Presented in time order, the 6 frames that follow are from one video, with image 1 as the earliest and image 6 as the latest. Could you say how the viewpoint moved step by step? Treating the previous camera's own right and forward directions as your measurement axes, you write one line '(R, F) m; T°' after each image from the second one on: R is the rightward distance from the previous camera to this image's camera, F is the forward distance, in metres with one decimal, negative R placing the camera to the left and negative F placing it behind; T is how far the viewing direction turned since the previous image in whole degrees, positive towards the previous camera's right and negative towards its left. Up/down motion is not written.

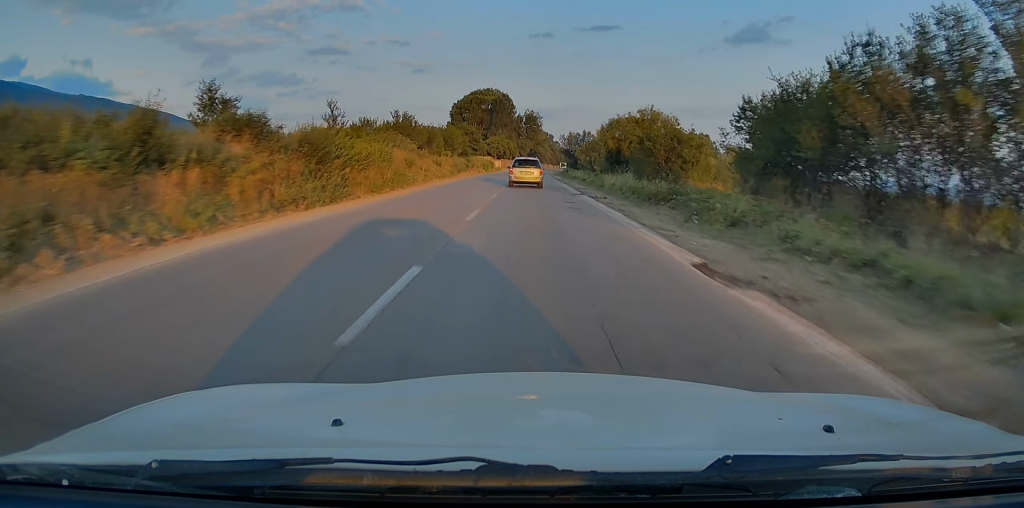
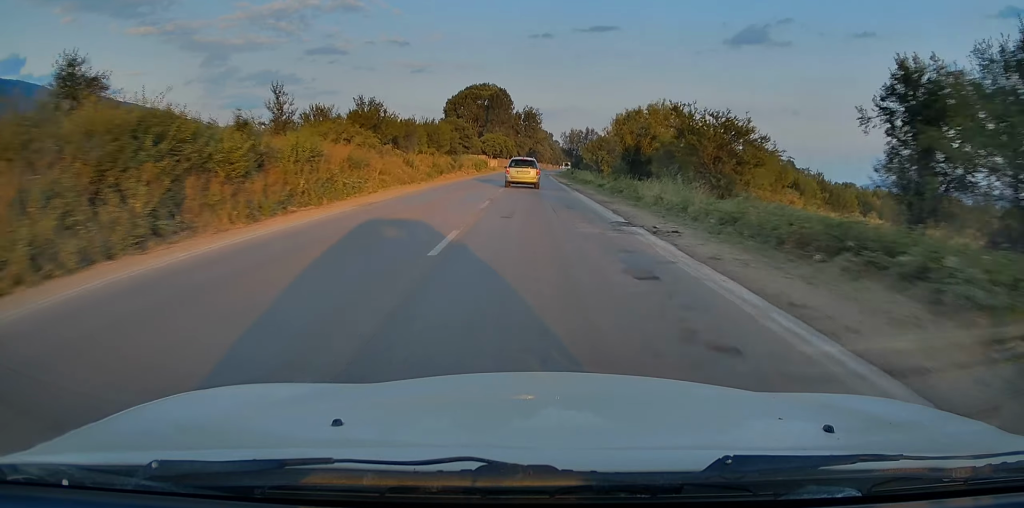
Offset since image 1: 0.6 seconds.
(+0.2, +13.6) m; 0°
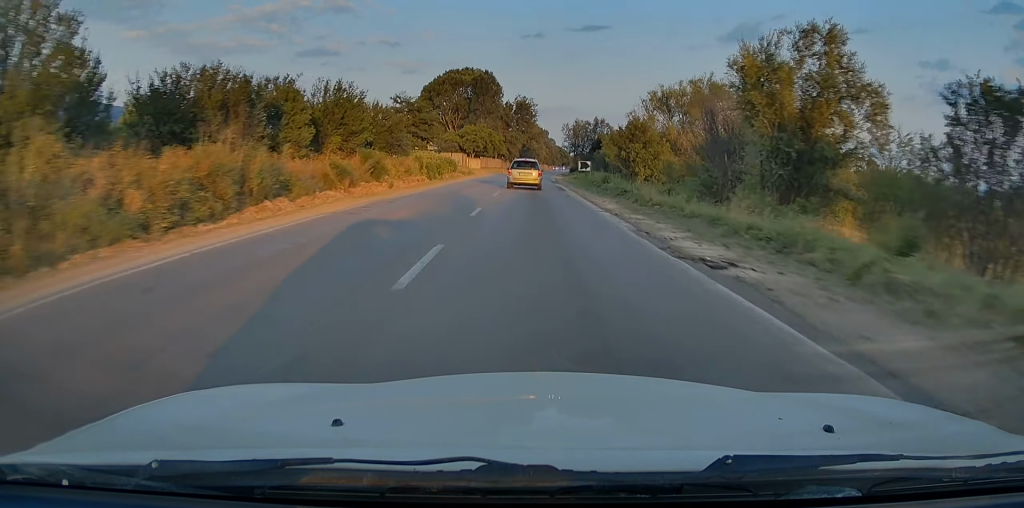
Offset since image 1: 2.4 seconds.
(-0.3, +38.2) m; 0°
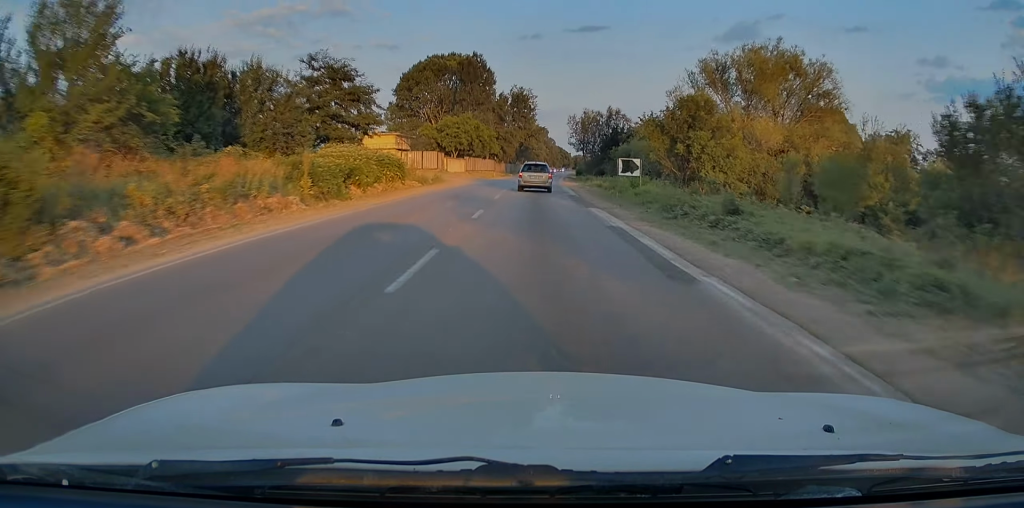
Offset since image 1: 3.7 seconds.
(0.0, +26.4) m; 0°
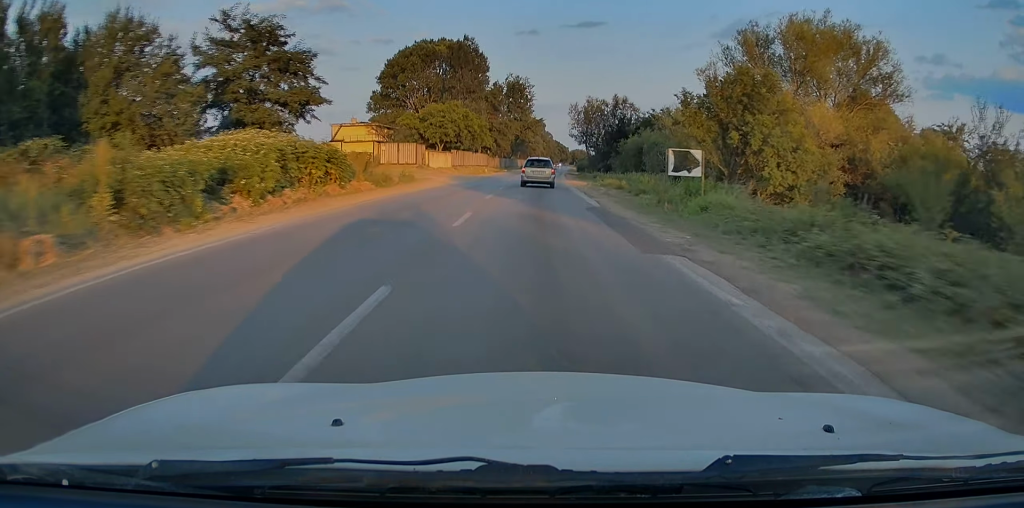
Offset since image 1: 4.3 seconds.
(0.0, +11.9) m; +1°
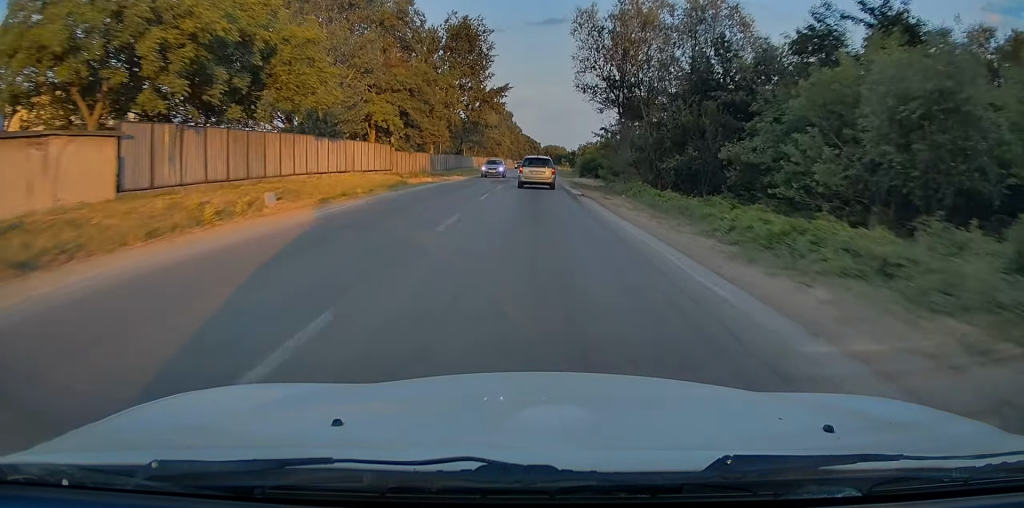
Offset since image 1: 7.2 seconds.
(+2.3, +62.7) m; +3°
